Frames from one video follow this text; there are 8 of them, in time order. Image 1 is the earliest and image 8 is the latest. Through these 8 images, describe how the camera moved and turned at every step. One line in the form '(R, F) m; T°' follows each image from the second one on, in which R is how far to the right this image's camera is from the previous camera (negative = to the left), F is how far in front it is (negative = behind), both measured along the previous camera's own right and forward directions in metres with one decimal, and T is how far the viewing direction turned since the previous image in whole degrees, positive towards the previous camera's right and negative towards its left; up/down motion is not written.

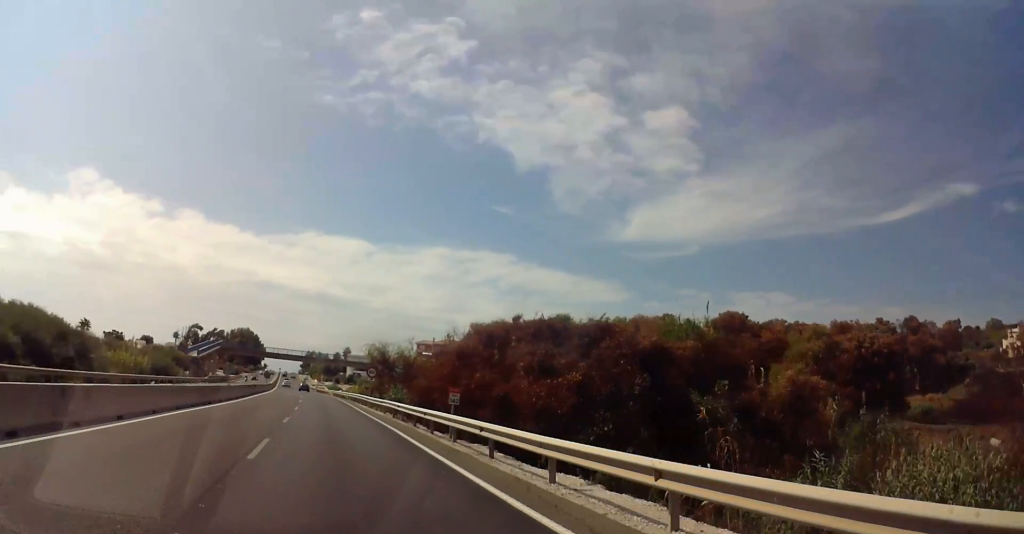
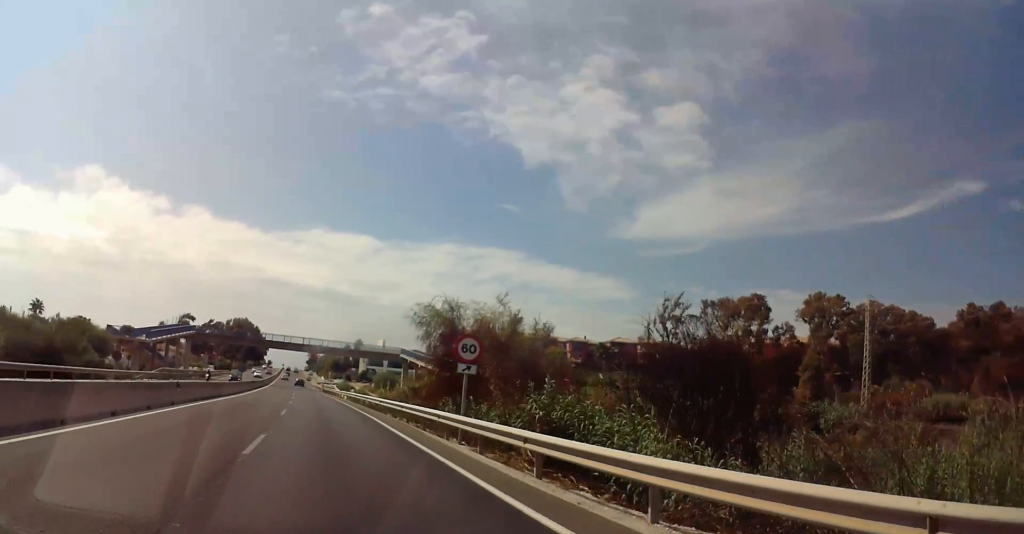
(-1.6, +36.3) m; -4°
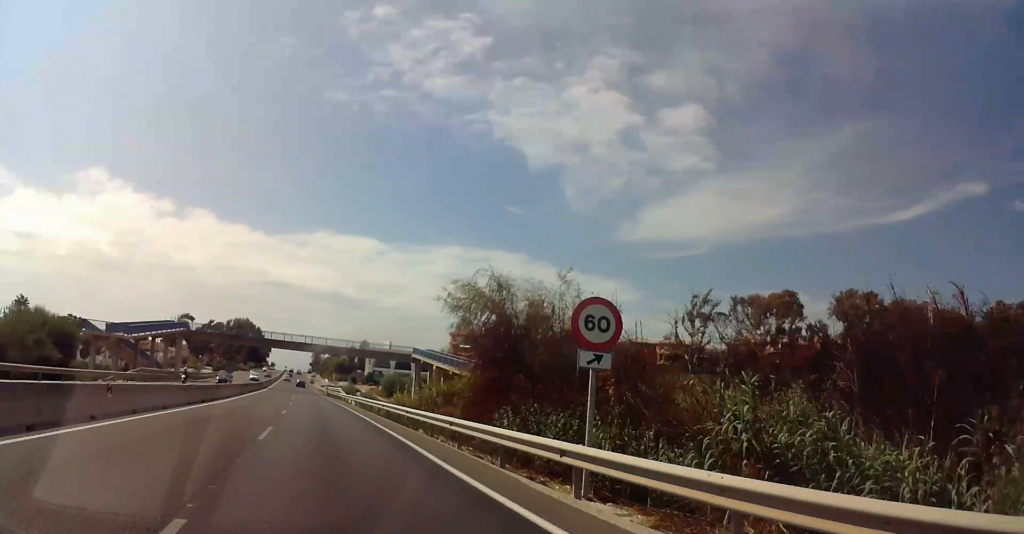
(+0.1, +10.0) m; 0°
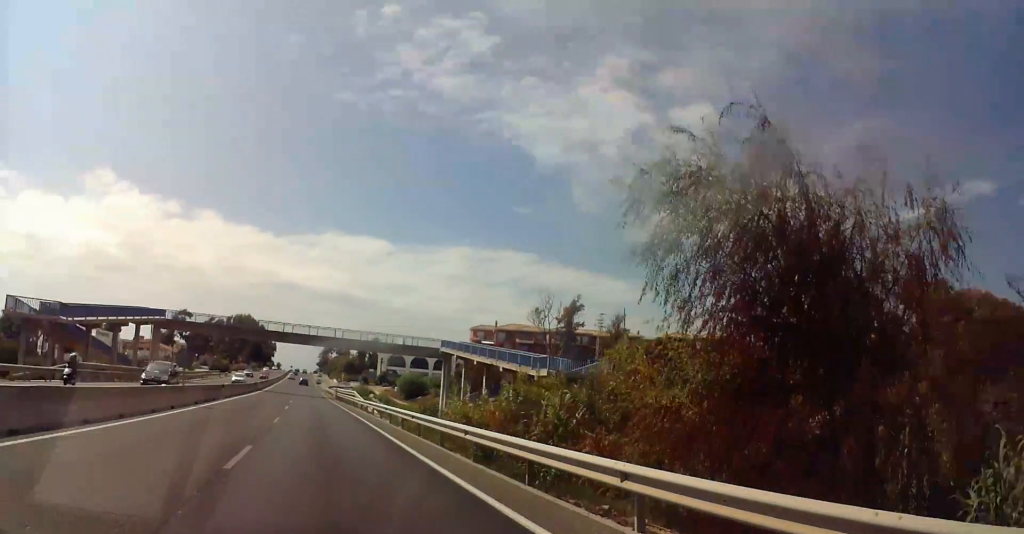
(+0.2, +17.6) m; 0°
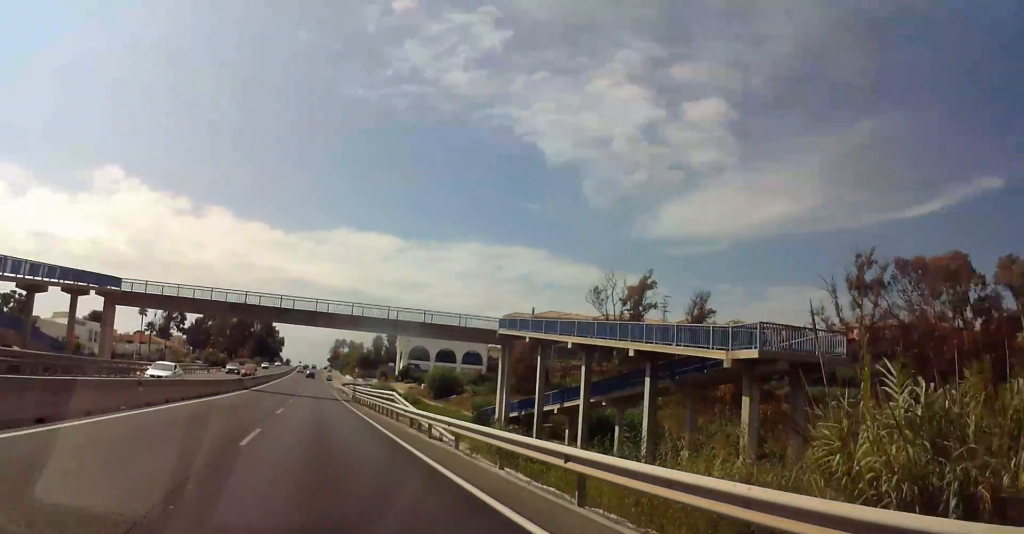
(-0.4, +22.7) m; -1°
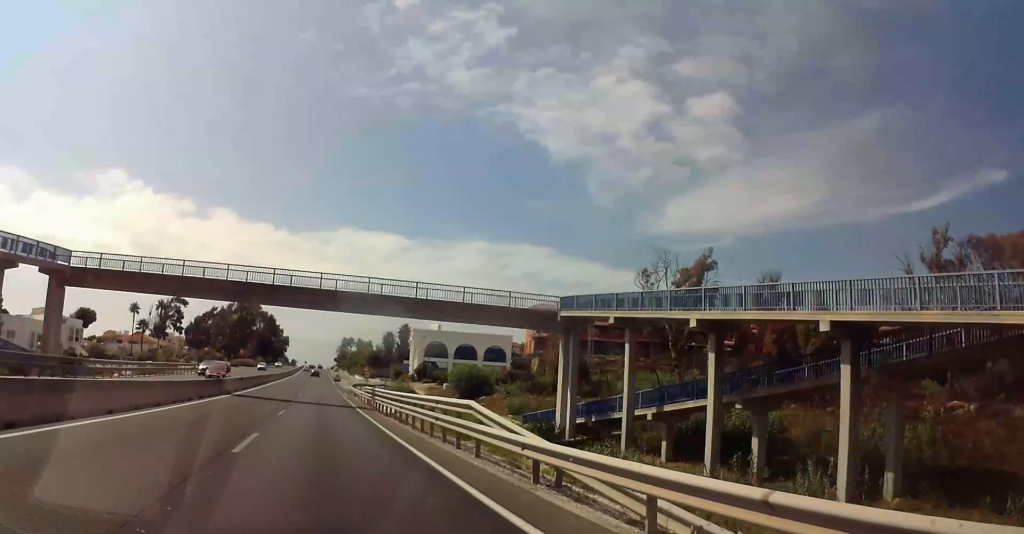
(0.0, +13.5) m; +1°
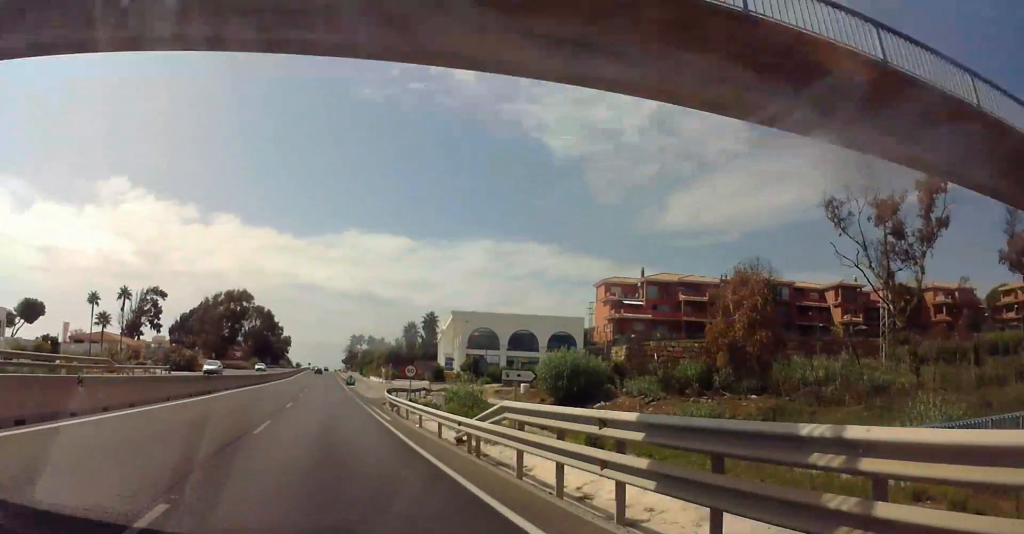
(+0.2, +35.7) m; 0°
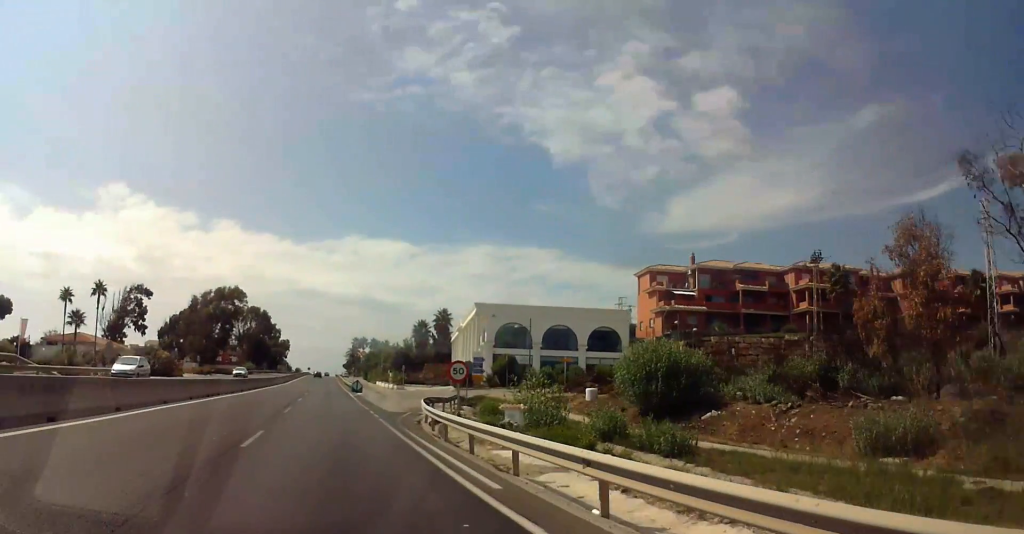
(0.0, +15.3) m; 0°
